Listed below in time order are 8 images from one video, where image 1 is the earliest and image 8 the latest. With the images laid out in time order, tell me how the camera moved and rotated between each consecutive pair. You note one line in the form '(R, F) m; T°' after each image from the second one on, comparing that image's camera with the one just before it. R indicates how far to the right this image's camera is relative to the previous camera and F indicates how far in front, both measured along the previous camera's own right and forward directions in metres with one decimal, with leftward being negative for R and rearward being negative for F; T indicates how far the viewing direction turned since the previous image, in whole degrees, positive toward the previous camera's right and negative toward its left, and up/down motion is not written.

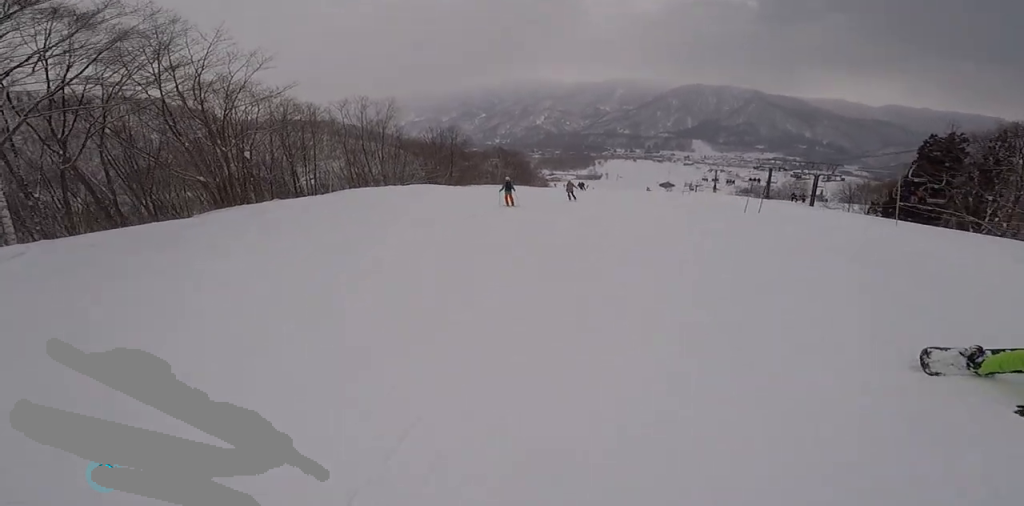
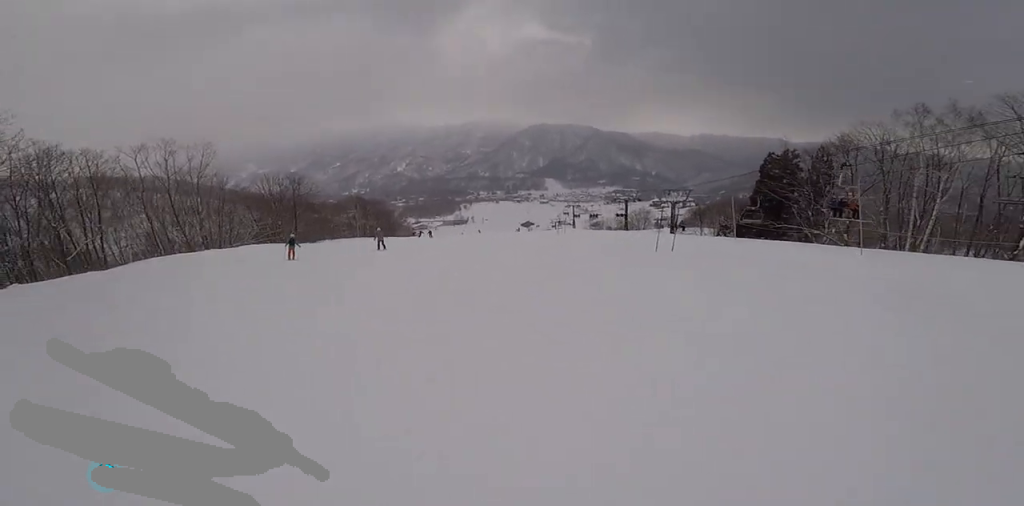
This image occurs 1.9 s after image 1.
(+0.5, +5.9) m; +21°
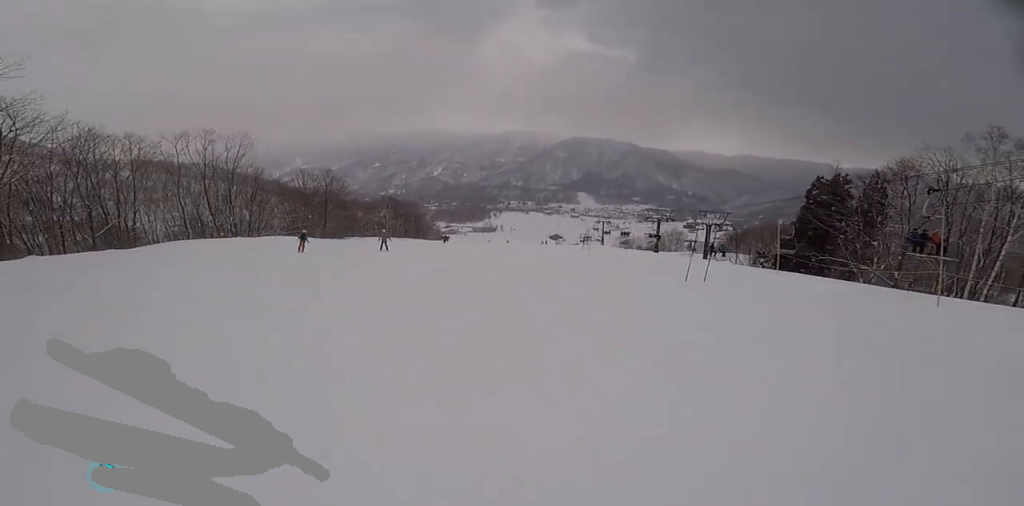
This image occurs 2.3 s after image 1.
(+0.3, +2.0) m; -8°
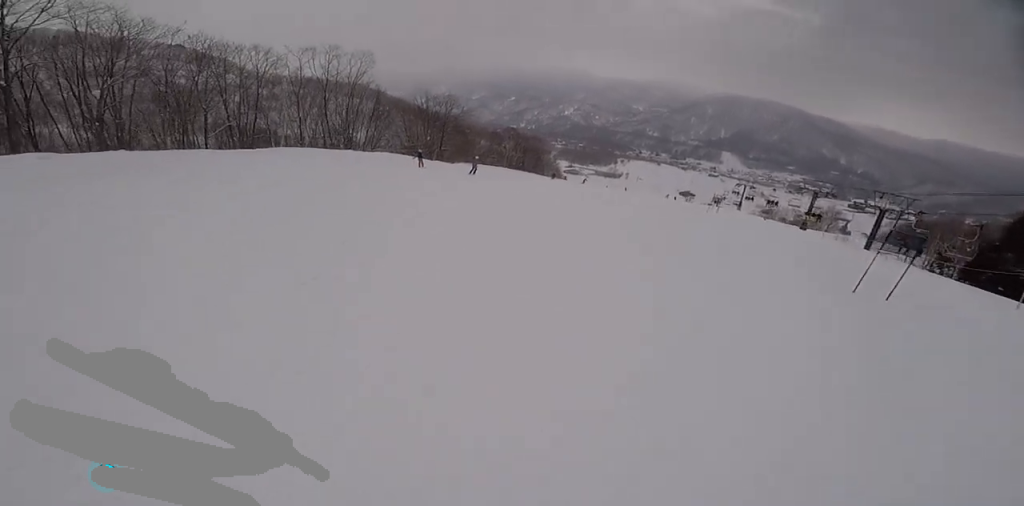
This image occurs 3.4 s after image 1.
(-0.8, +4.4) m; -22°
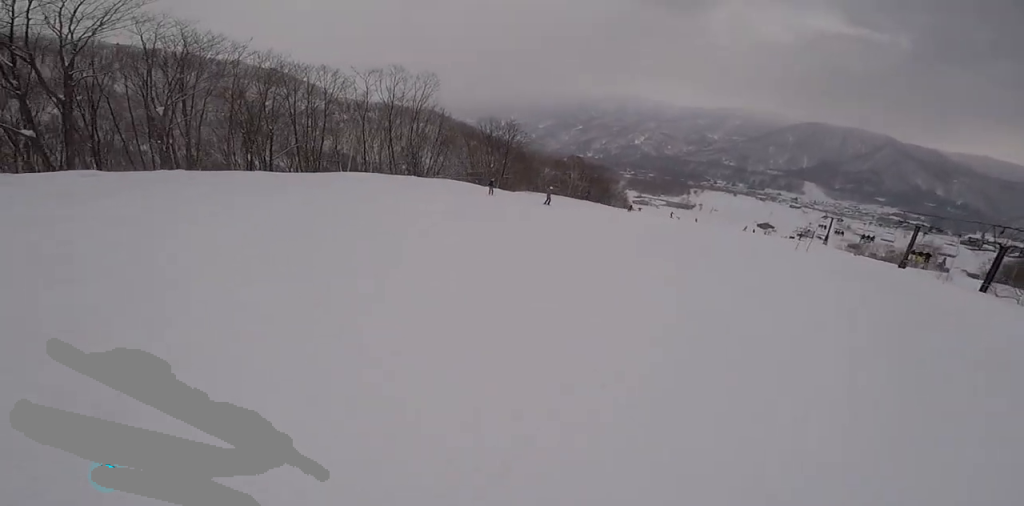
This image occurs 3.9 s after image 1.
(-1.0, +2.4) m; -8°
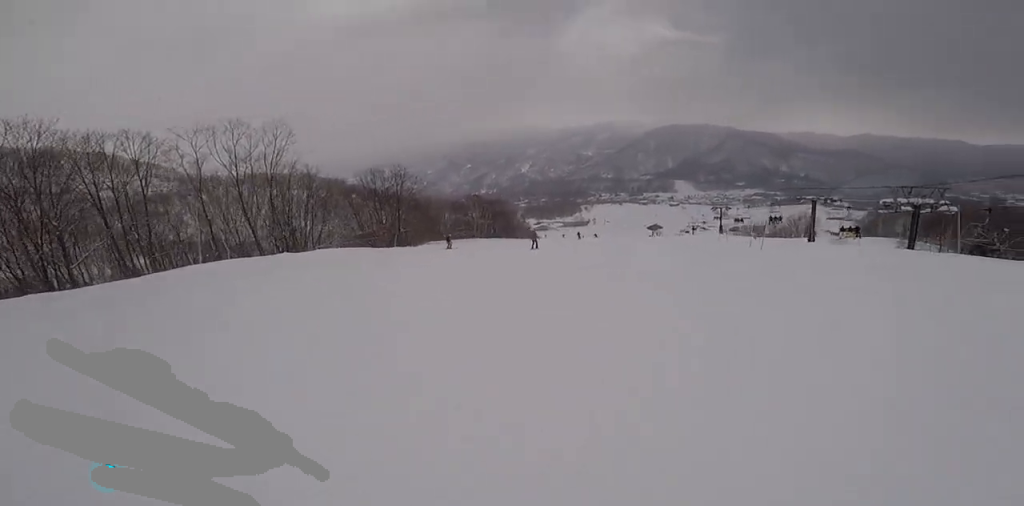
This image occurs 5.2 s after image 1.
(+1.7, +6.9) m; +21°
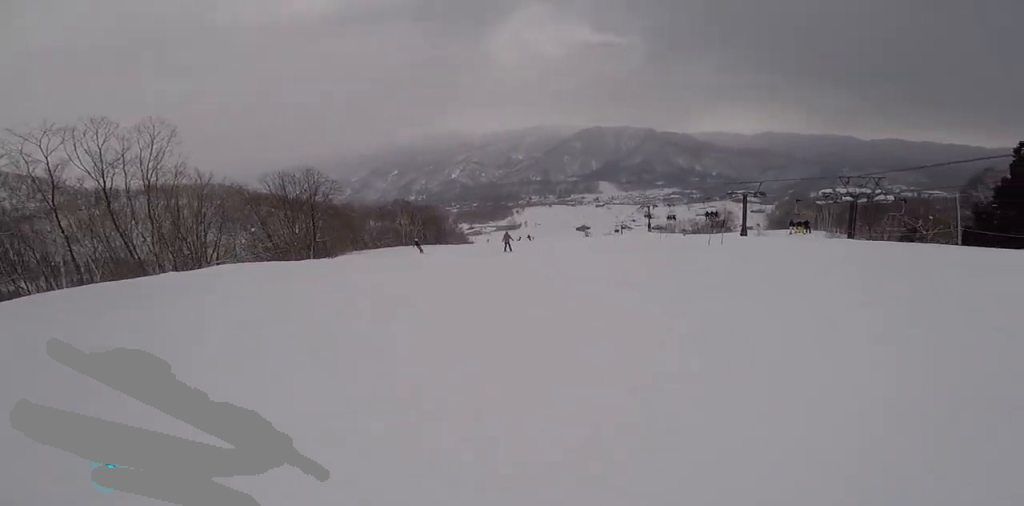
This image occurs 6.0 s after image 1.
(-0.1, +4.1) m; +12°
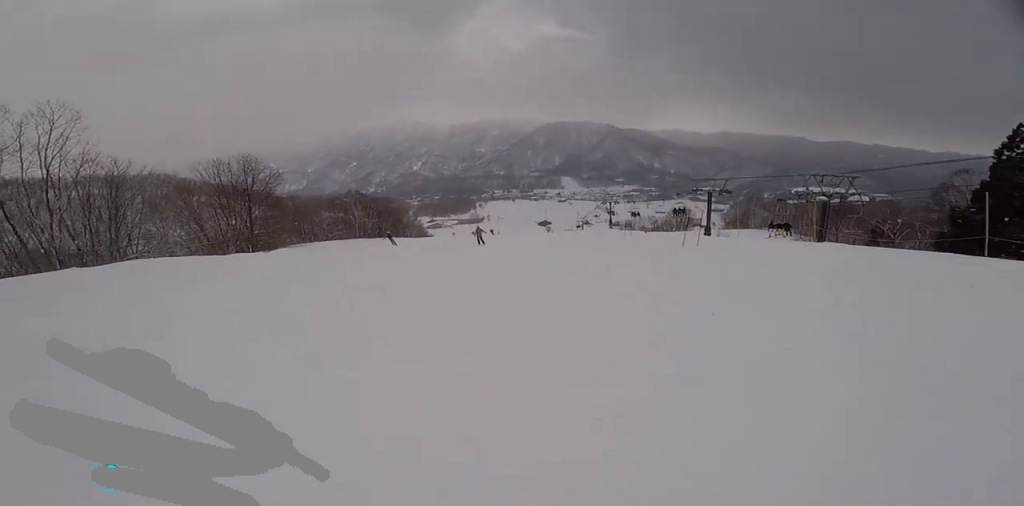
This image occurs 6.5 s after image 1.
(+0.8, +3.2) m; -1°
